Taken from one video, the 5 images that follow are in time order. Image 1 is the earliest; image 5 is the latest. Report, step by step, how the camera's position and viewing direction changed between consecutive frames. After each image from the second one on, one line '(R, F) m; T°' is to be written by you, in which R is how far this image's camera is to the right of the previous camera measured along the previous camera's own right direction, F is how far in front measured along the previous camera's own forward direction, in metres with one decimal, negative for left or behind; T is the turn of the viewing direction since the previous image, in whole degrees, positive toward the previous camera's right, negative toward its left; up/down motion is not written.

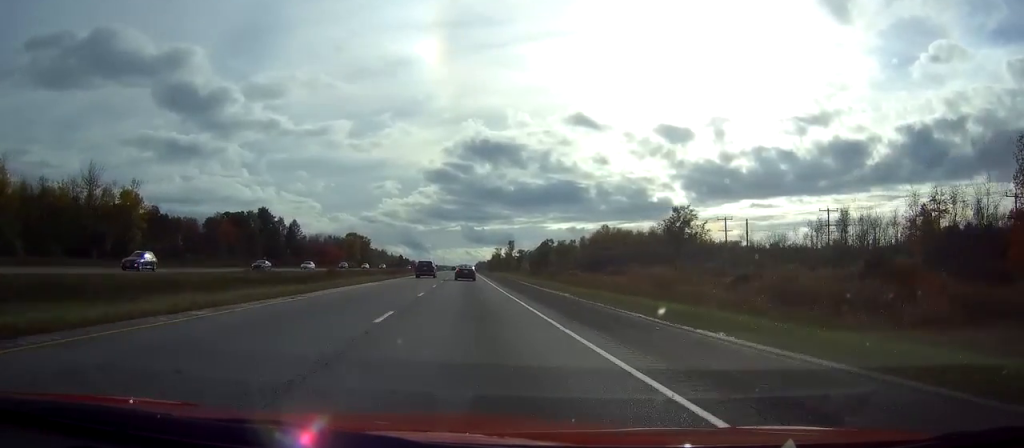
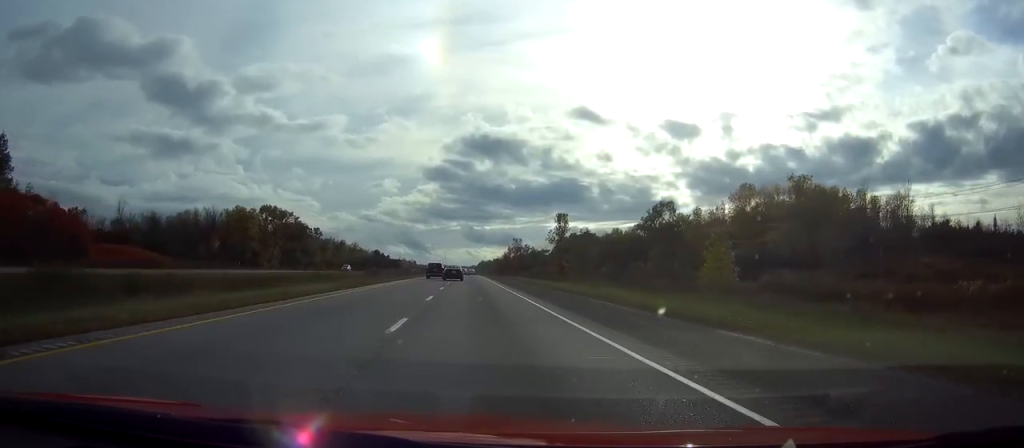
(0.0, +157.2) m; 0°
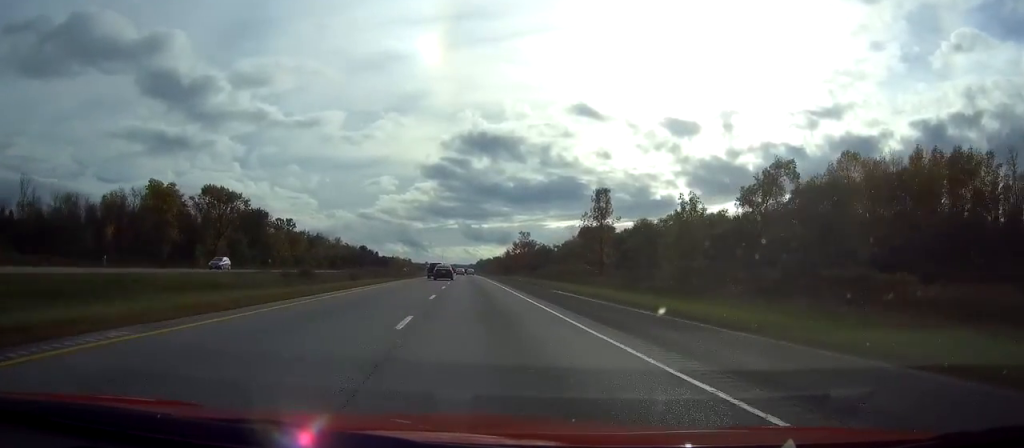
(+0.1, +46.4) m; 0°
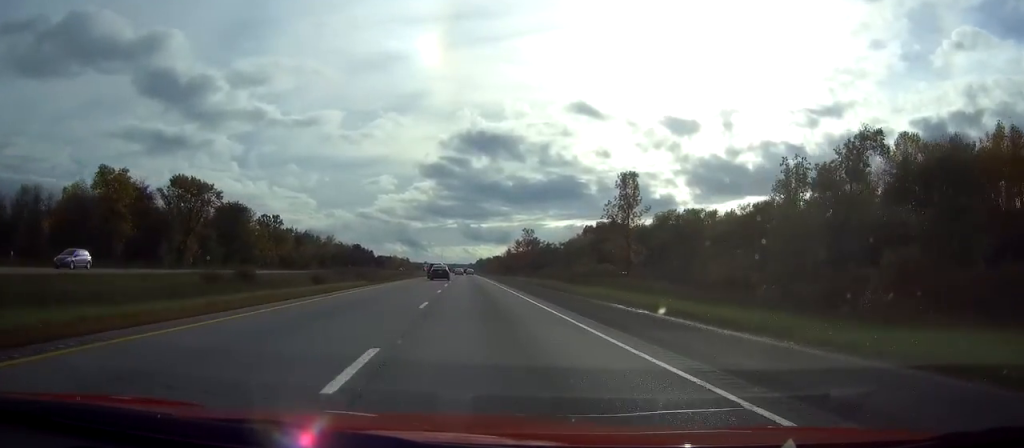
(0.0, +18.1) m; 0°
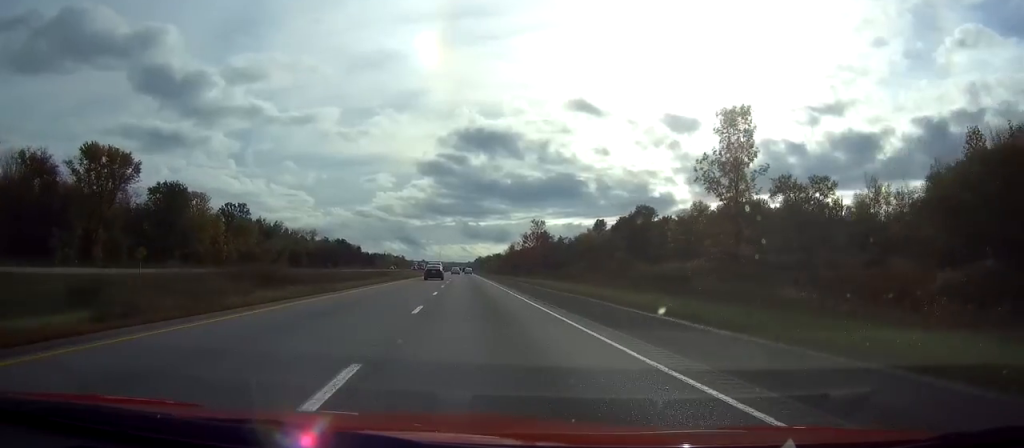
(0.0, +37.4) m; 0°
